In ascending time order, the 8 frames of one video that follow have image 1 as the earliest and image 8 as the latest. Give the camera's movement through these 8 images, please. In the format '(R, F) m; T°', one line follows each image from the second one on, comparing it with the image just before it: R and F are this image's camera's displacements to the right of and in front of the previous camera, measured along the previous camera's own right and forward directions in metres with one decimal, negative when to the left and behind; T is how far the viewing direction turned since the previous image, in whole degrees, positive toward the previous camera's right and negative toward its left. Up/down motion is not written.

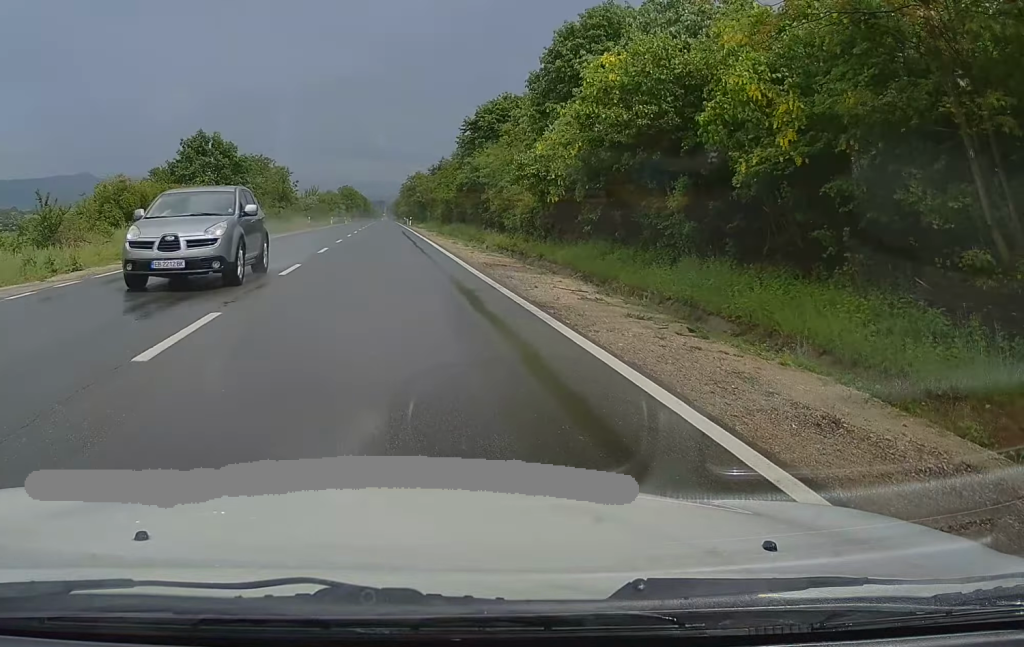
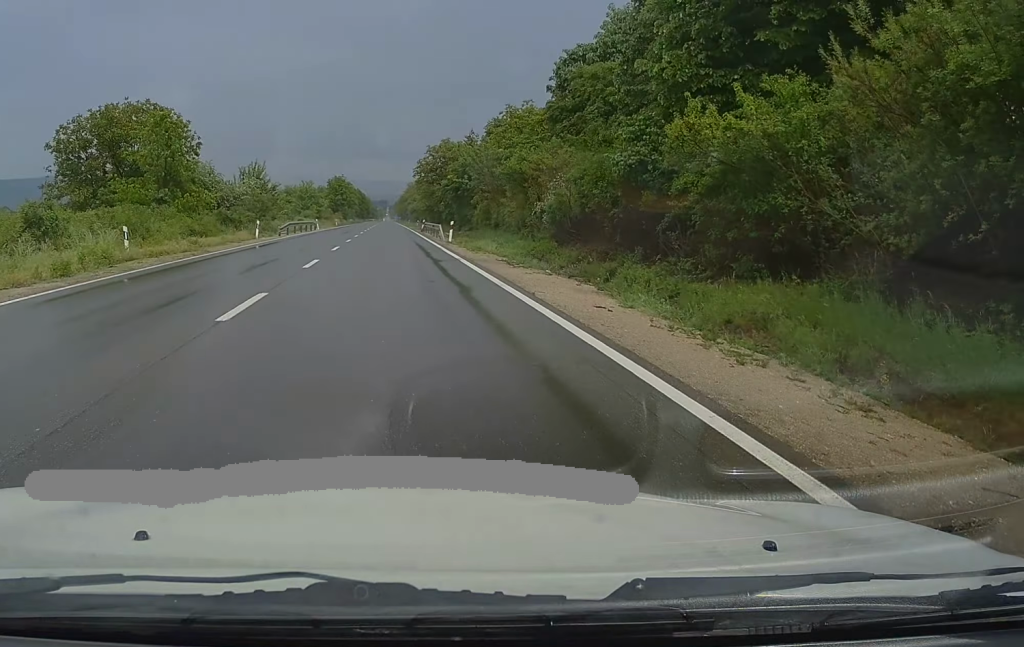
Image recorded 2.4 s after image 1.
(-0.2, +59.0) m; 0°
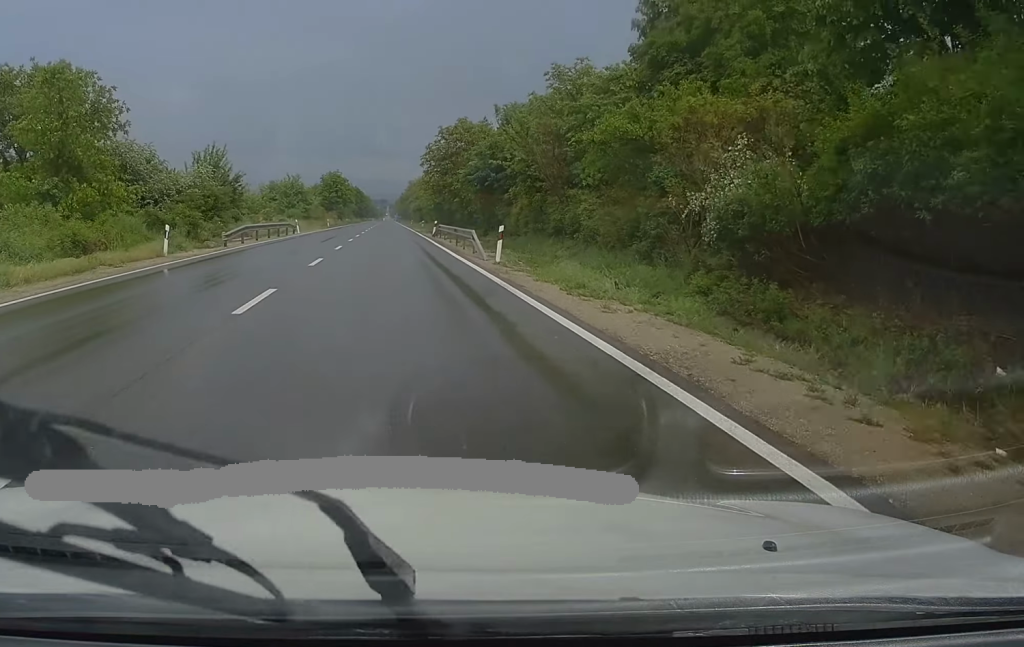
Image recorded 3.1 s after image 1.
(-0.1, +17.2) m; 0°
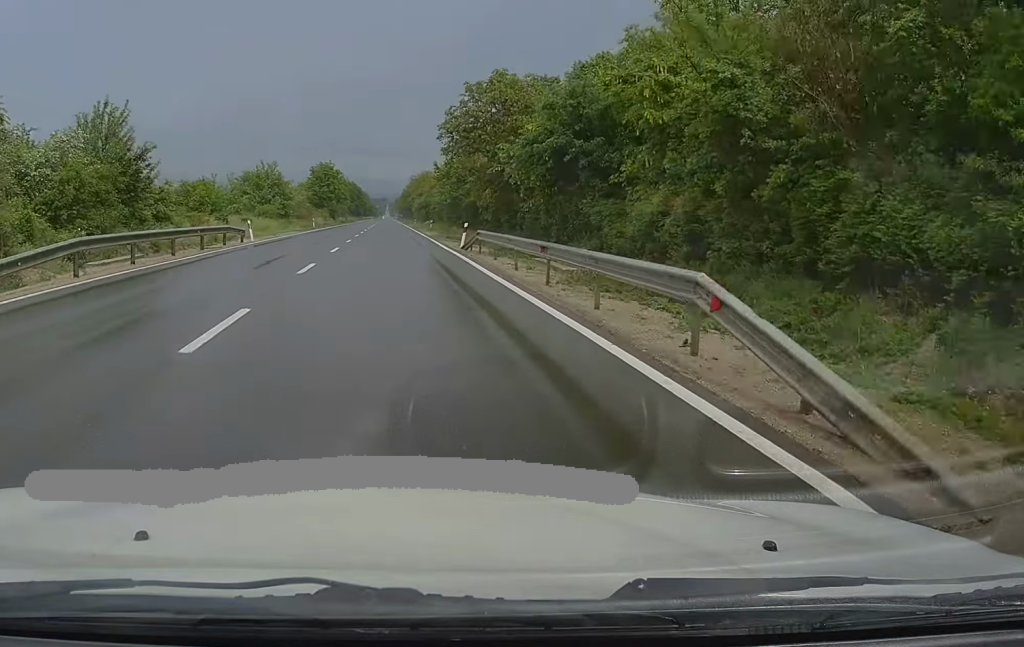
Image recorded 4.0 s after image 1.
(-0.1, +20.7) m; 0°
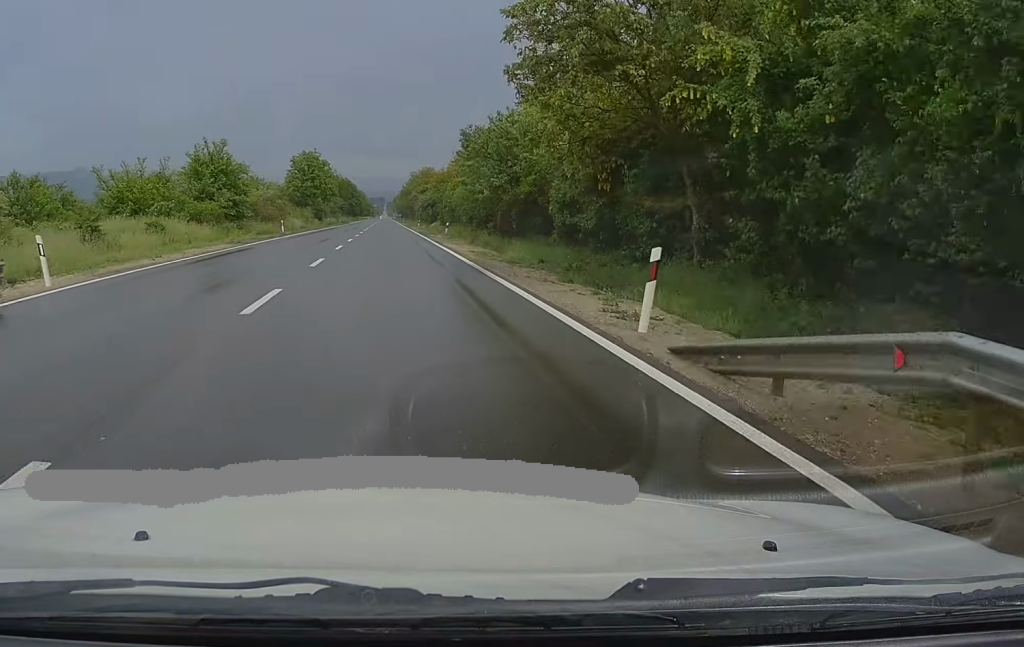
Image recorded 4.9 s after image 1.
(+0.3, +24.2) m; +1°
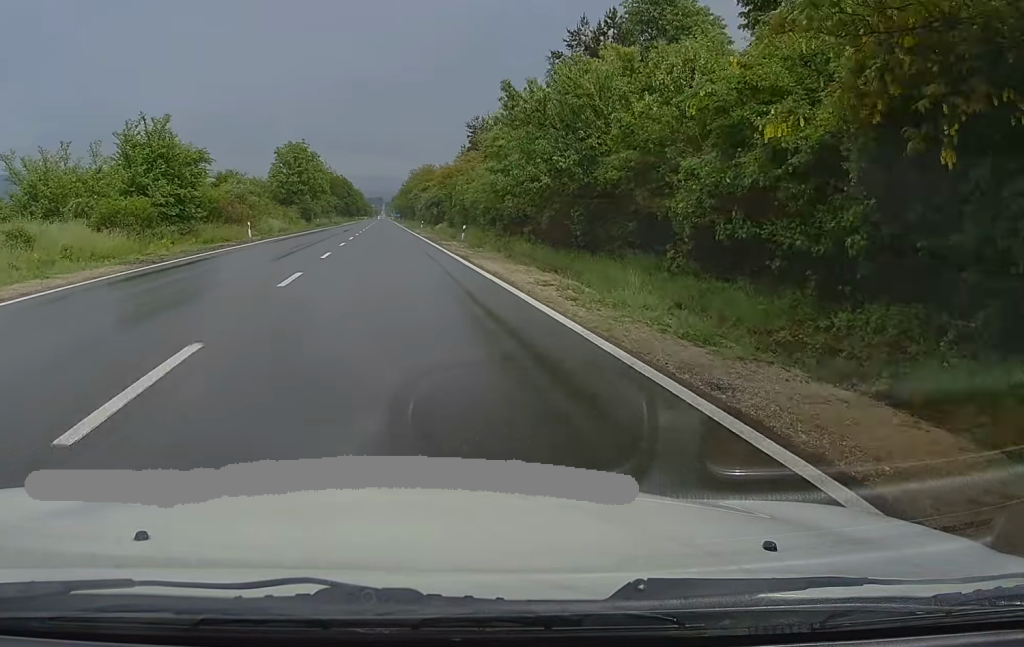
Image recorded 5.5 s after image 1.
(0.0, +14.2) m; 0°
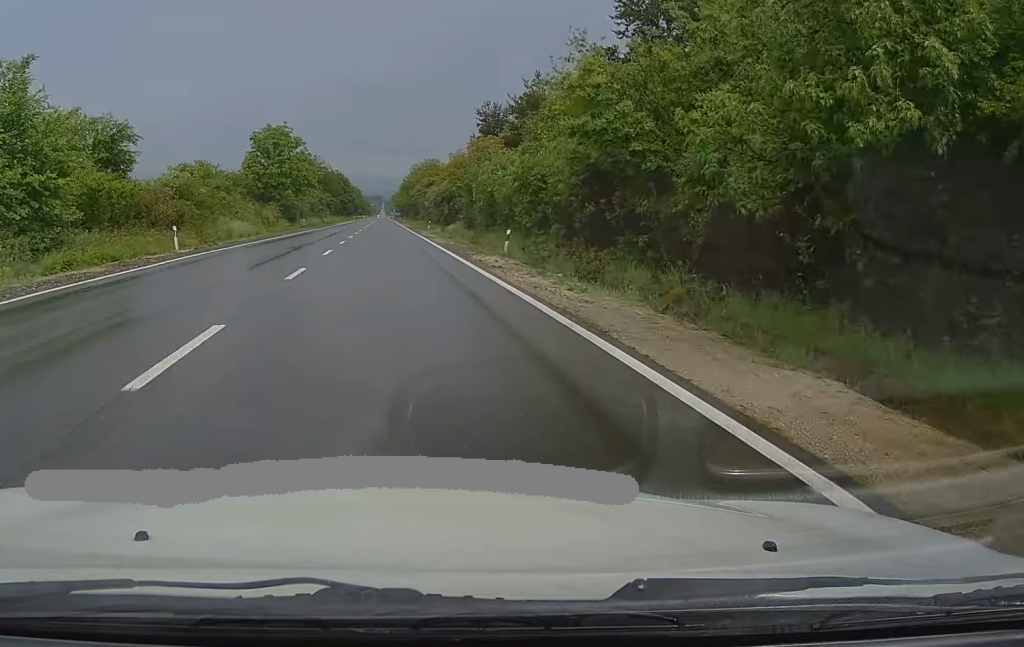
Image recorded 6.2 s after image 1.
(0.0, +16.7) m; 0°
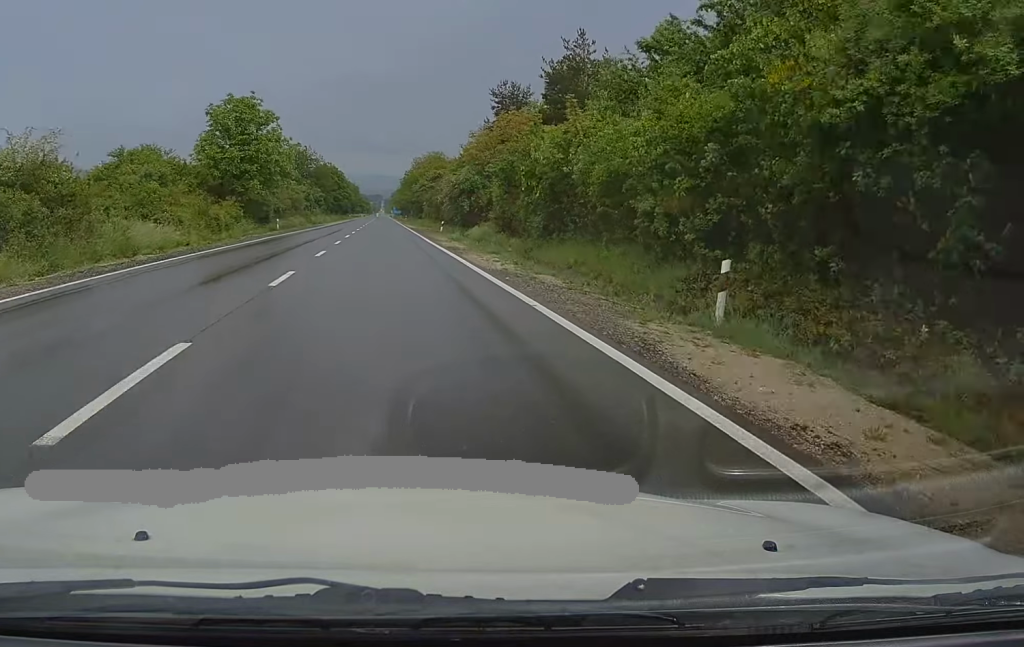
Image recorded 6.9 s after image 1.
(0.0, +19.2) m; 0°
